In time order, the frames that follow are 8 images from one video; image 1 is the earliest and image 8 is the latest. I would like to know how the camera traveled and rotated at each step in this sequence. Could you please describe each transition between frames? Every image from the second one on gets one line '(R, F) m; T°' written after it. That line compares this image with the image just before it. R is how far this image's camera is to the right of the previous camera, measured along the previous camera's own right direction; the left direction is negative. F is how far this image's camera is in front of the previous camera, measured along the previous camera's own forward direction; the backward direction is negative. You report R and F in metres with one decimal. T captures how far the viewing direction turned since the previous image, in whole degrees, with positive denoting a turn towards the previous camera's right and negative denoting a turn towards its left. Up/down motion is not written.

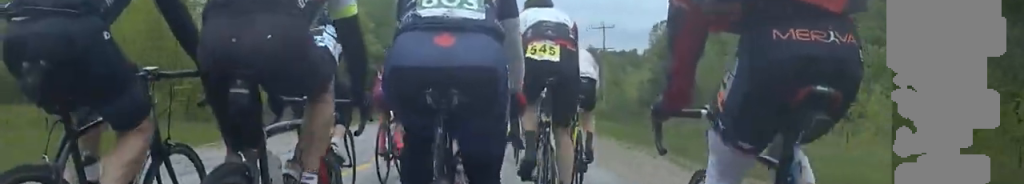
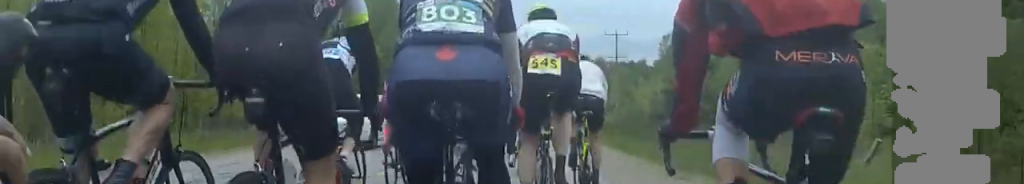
(+0.1, +4.5) m; +1°
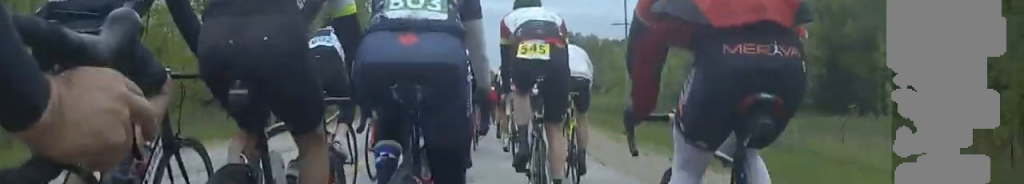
(+0.1, +14.1) m; -4°
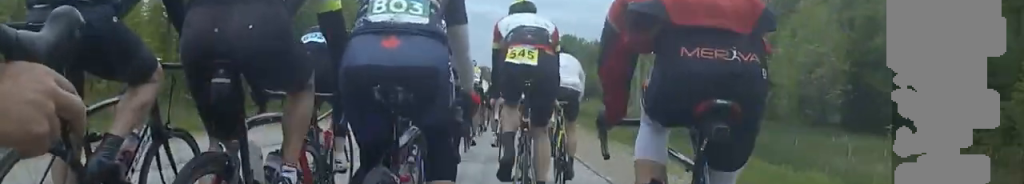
(-0.2, +5.2) m; -2°
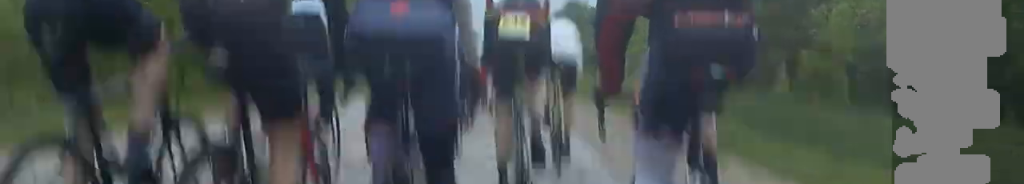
(0.0, +9.1) m; 0°
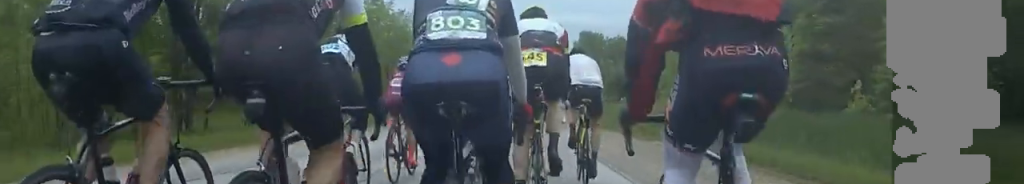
(0.0, +7.1) m; 0°
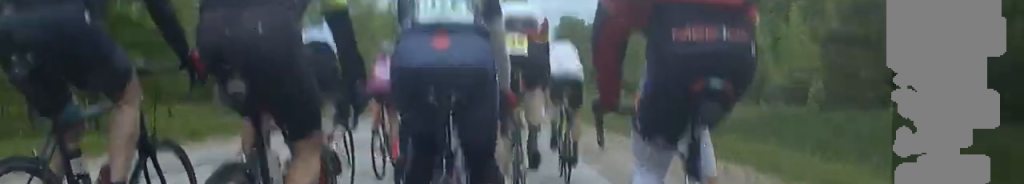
(0.0, +5.8) m; 0°
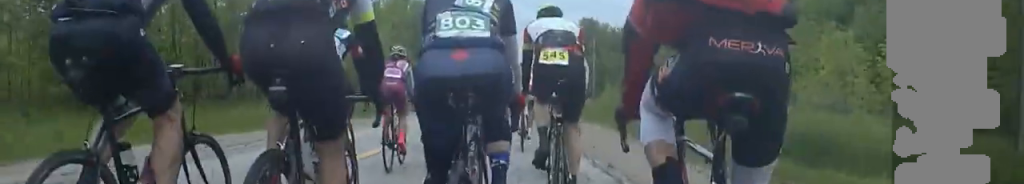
(0.0, +19.2) m; 0°
